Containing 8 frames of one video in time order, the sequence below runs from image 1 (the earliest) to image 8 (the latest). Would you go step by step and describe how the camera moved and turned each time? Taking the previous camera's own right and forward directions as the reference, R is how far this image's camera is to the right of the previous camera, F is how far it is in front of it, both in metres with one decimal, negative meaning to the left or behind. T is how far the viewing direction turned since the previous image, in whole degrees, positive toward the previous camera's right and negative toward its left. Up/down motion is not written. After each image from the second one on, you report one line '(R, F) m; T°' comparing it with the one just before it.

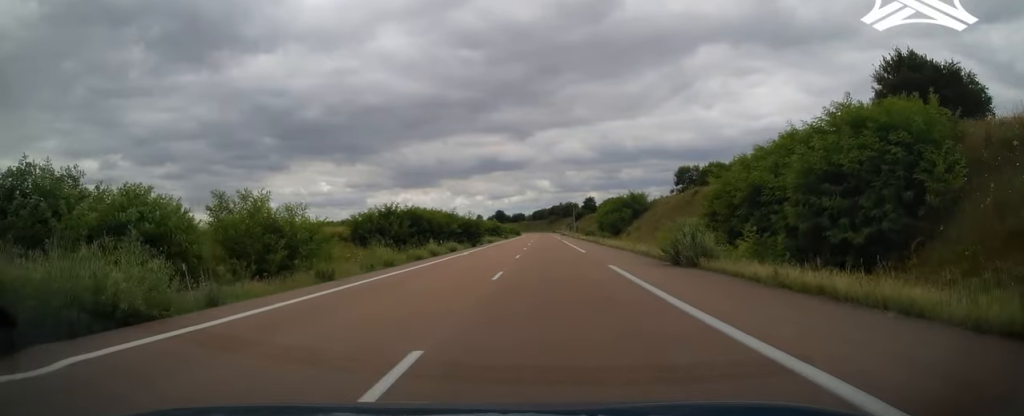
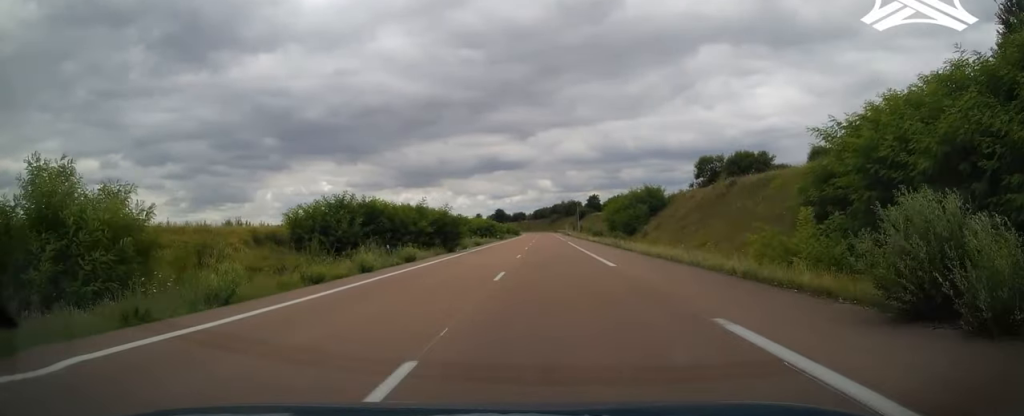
(0.0, +13.4) m; 0°
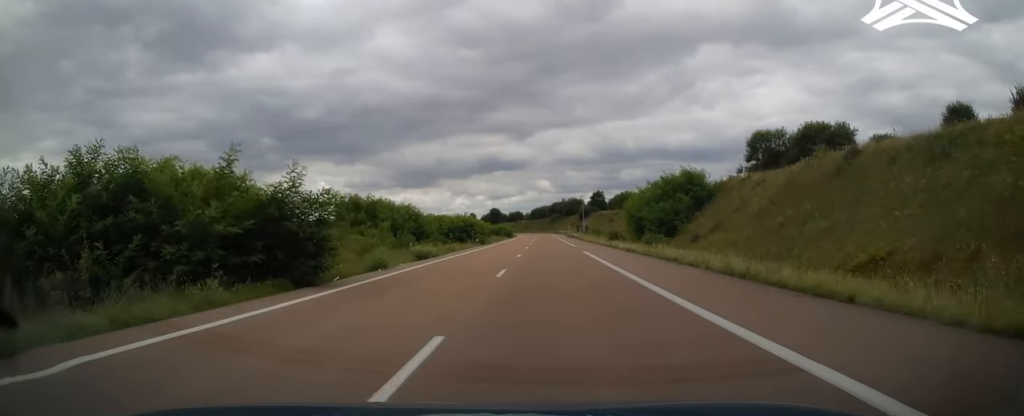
(+0.2, +24.2) m; 0°
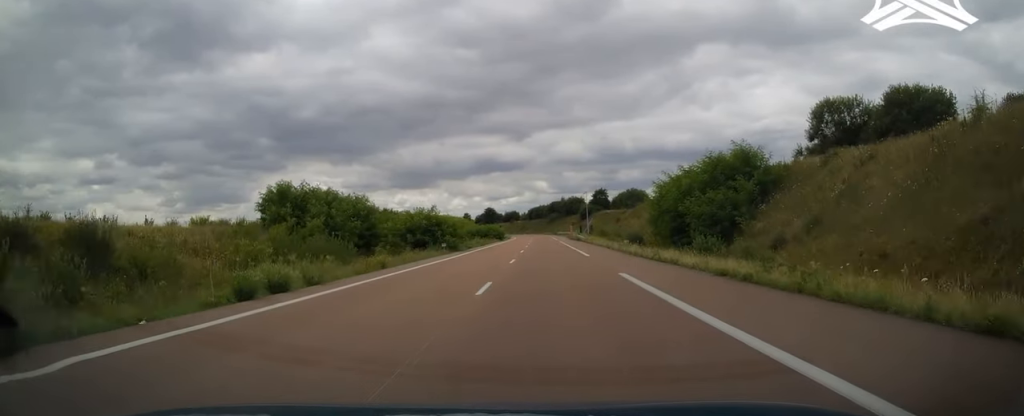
(-0.2, +17.6) m; 0°
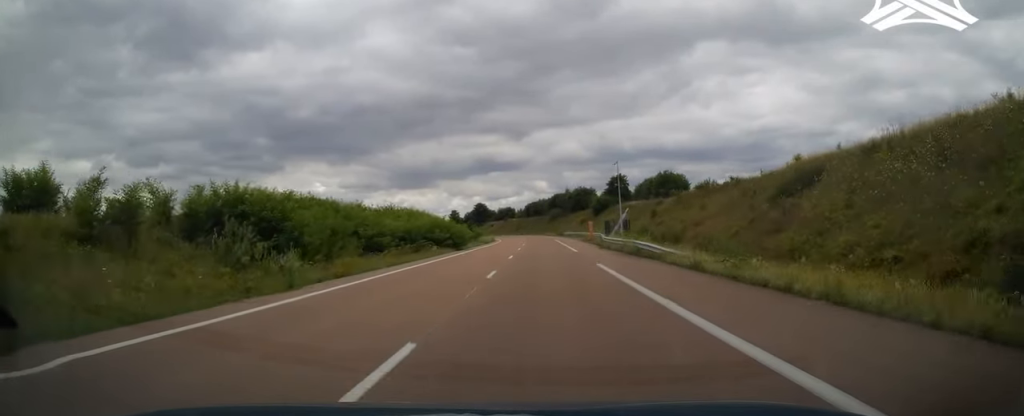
(0.0, +47.4) m; 0°
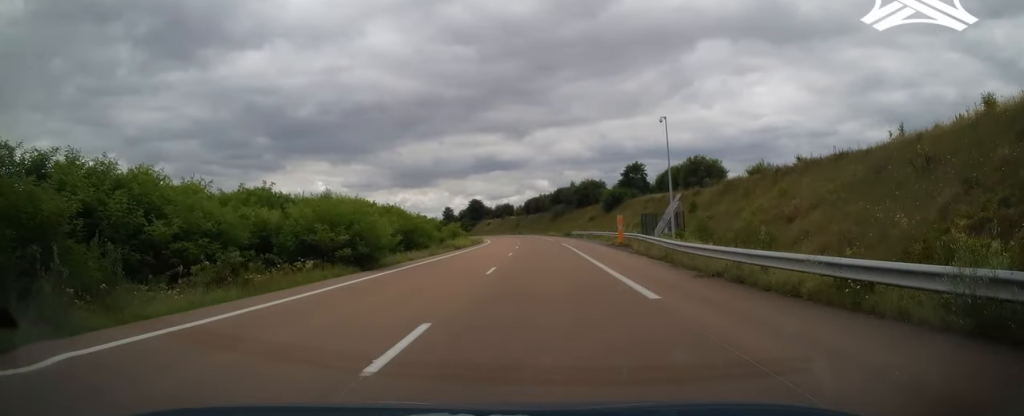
(0.0, +24.4) m; 0°
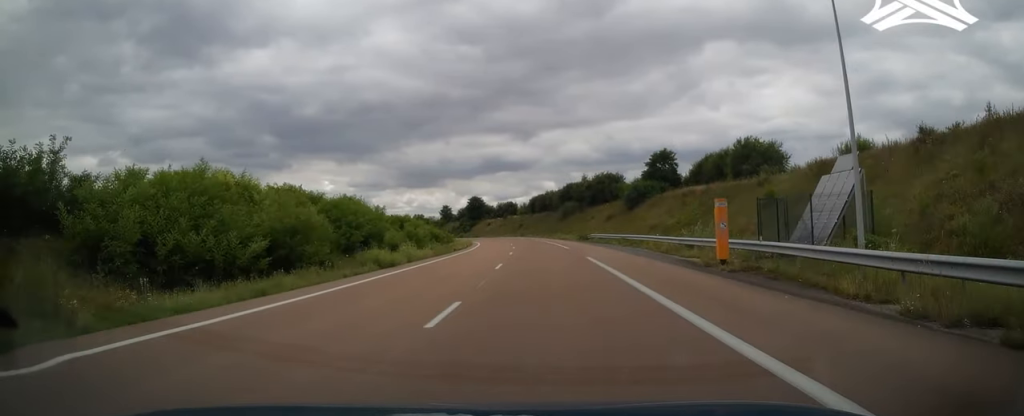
(0.0, +23.1) m; 0°
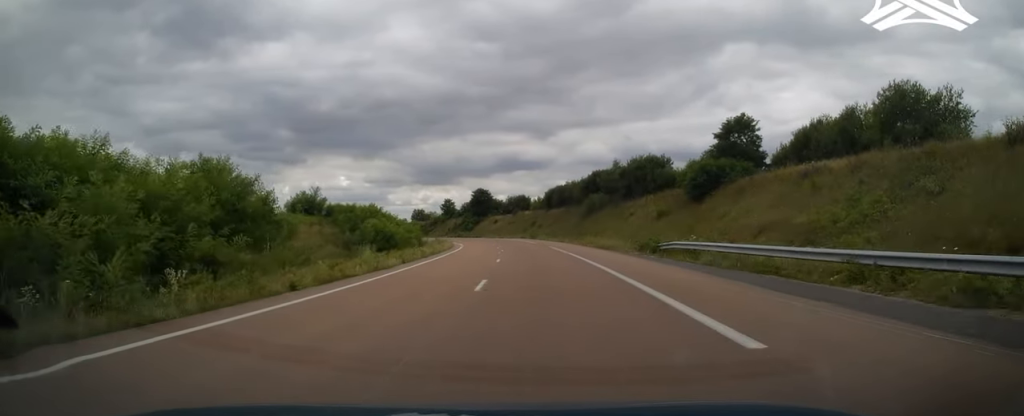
(-0.1, +33.6) m; -1°
